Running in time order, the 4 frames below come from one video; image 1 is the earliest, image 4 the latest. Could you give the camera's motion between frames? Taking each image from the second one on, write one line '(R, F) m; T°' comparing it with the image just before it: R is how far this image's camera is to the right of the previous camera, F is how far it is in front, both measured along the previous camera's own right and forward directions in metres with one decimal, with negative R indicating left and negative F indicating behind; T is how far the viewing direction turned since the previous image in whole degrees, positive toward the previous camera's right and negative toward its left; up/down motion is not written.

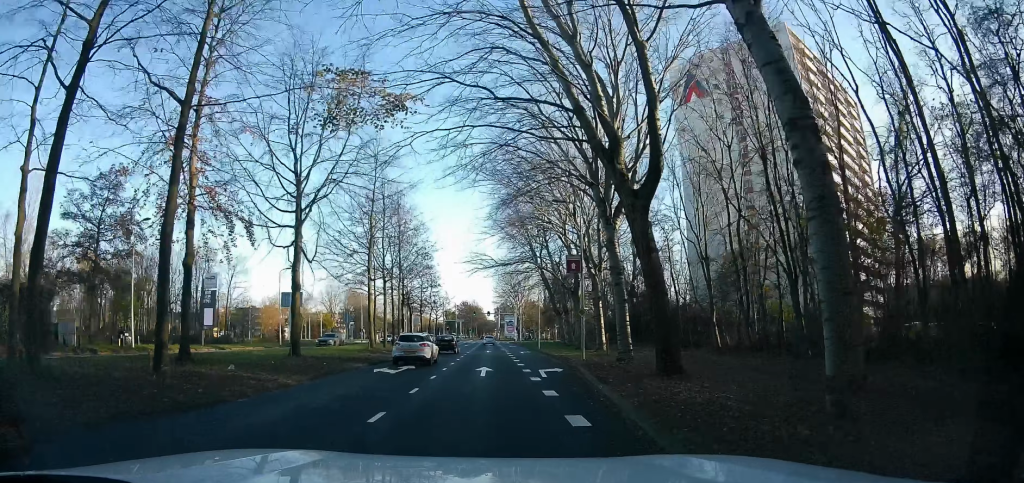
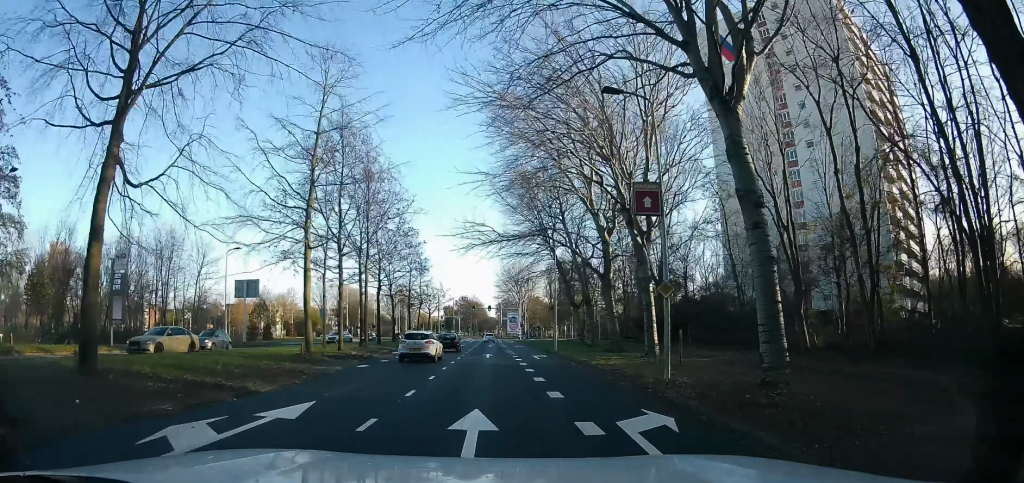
(-0.2, +13.0) m; 0°
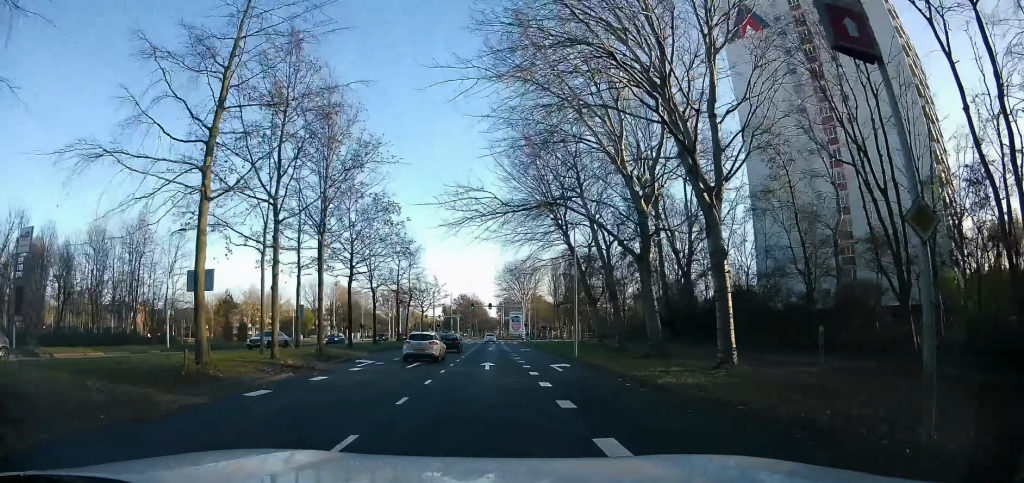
(-0.4, +9.5) m; 0°
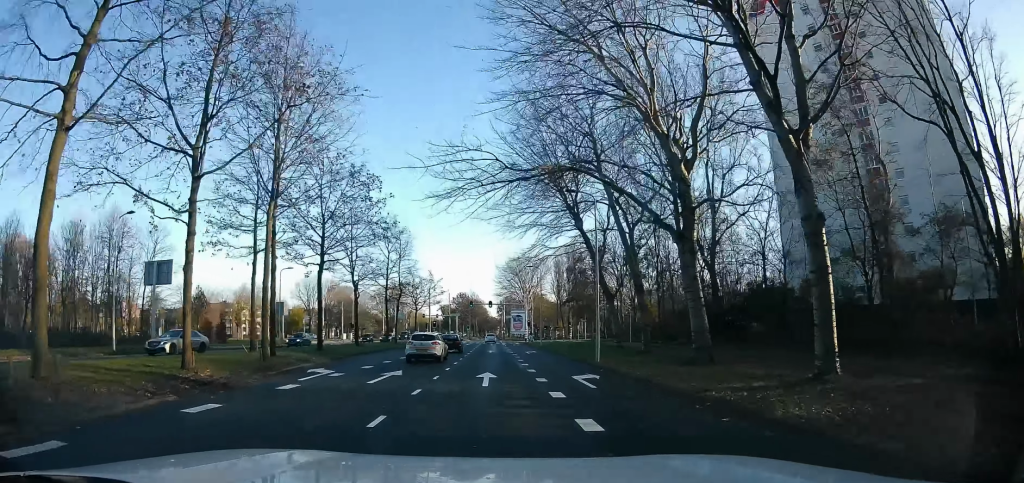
(+0.5, +6.6) m; +1°
